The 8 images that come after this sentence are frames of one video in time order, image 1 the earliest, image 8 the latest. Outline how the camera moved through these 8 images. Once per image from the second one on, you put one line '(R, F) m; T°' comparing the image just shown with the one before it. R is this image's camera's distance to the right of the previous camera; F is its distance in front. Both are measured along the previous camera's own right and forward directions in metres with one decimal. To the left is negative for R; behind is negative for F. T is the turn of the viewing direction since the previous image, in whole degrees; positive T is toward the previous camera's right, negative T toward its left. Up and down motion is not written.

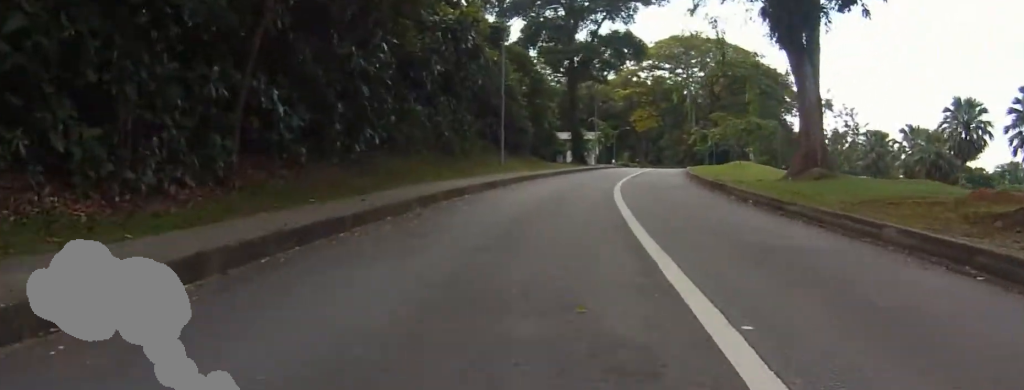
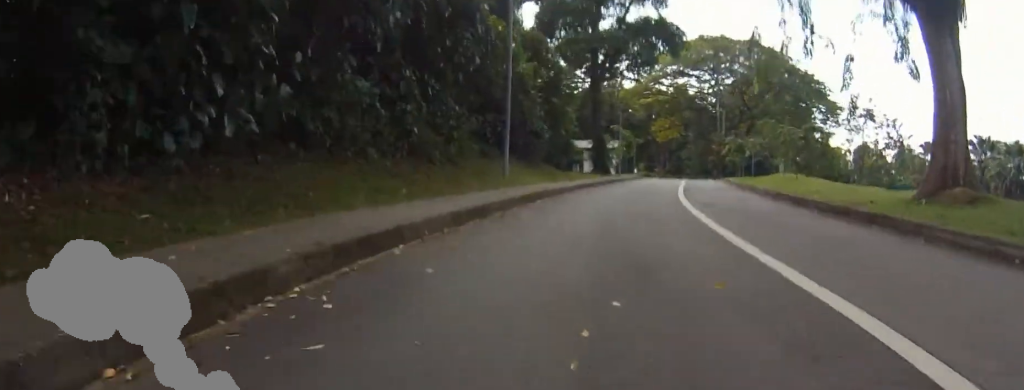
(+0.5, +8.2) m; +7°
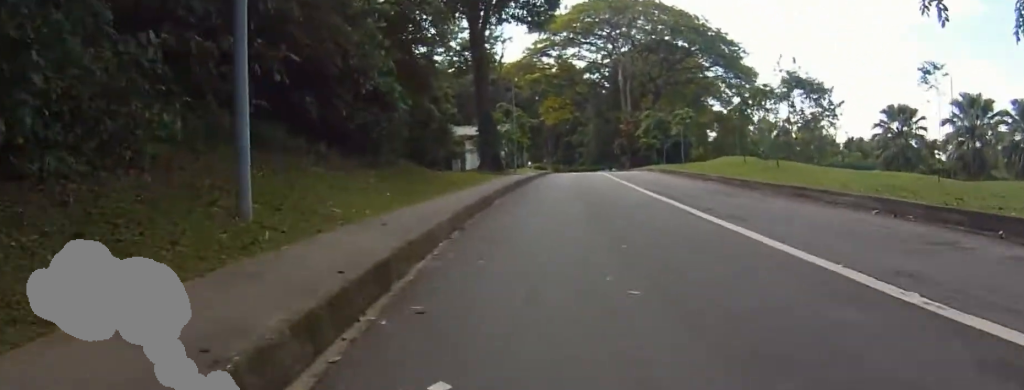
(+1.7, +11.4) m; +12°
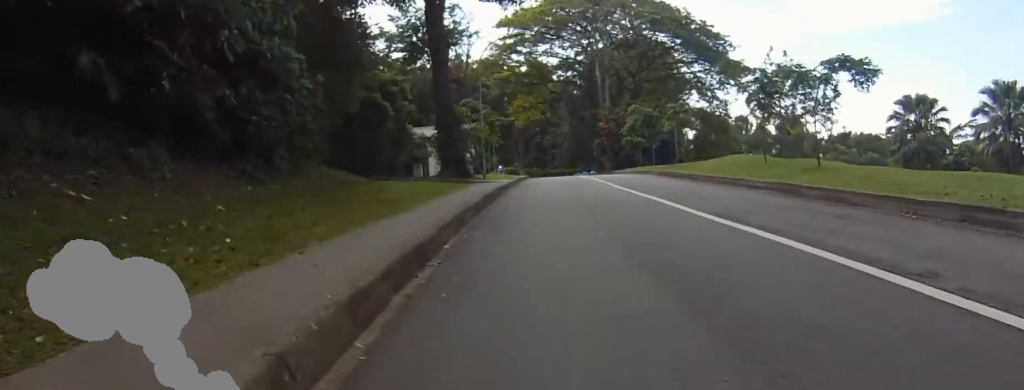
(-0.2, +5.2) m; -6°
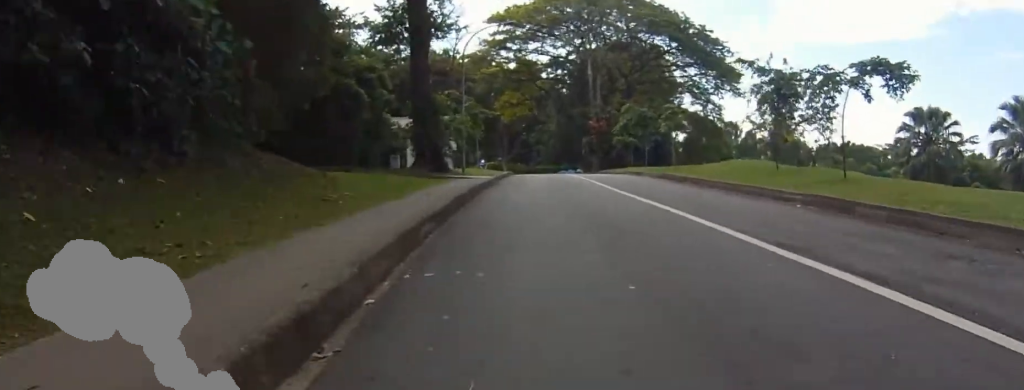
(-0.1, +2.4) m; -2°
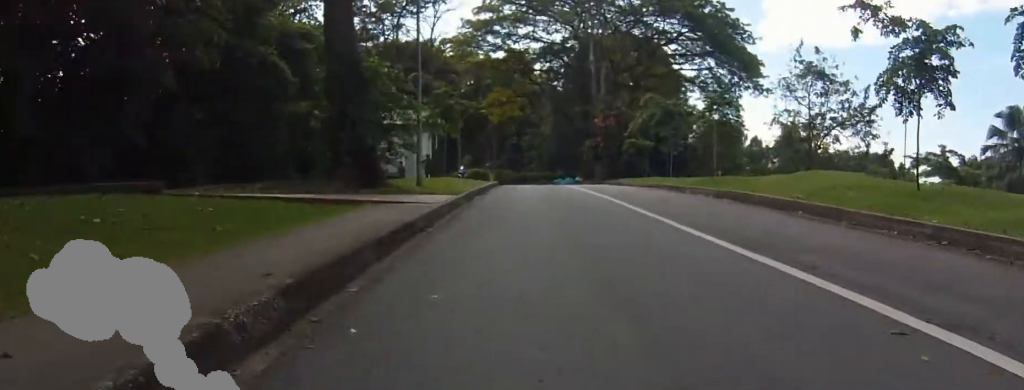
(-0.1, +7.9) m; +6°
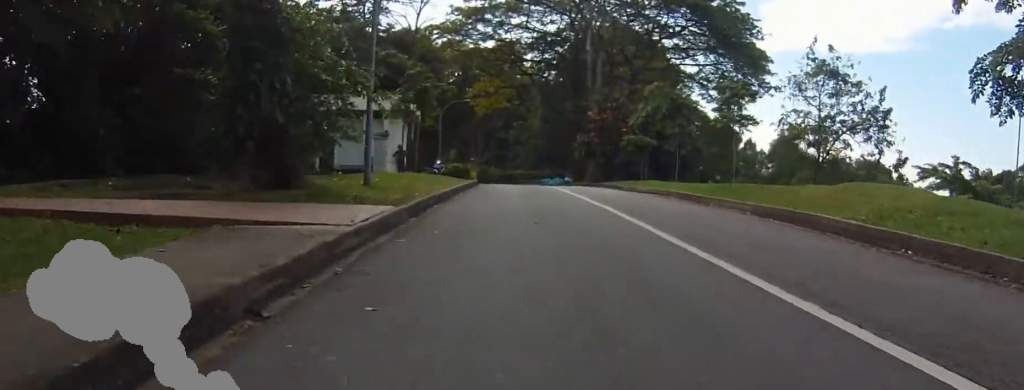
(+0.2, +3.5) m; +3°
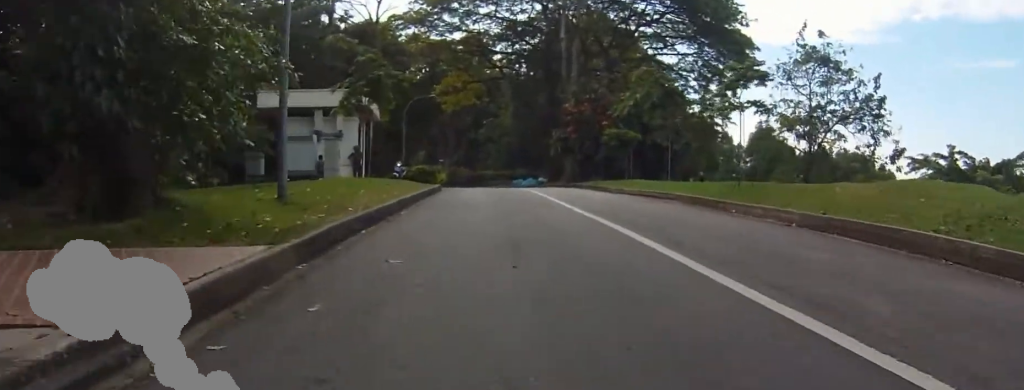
(+0.4, +3.0) m; -1°
